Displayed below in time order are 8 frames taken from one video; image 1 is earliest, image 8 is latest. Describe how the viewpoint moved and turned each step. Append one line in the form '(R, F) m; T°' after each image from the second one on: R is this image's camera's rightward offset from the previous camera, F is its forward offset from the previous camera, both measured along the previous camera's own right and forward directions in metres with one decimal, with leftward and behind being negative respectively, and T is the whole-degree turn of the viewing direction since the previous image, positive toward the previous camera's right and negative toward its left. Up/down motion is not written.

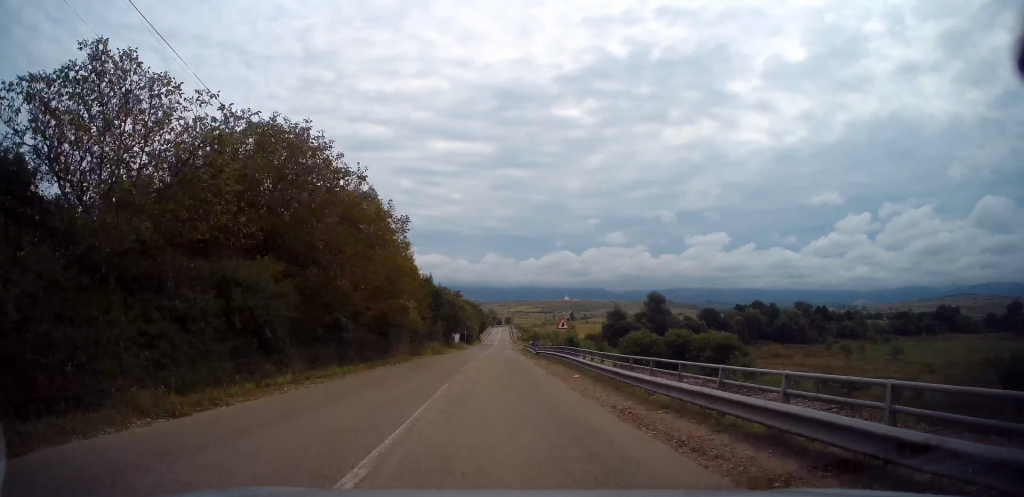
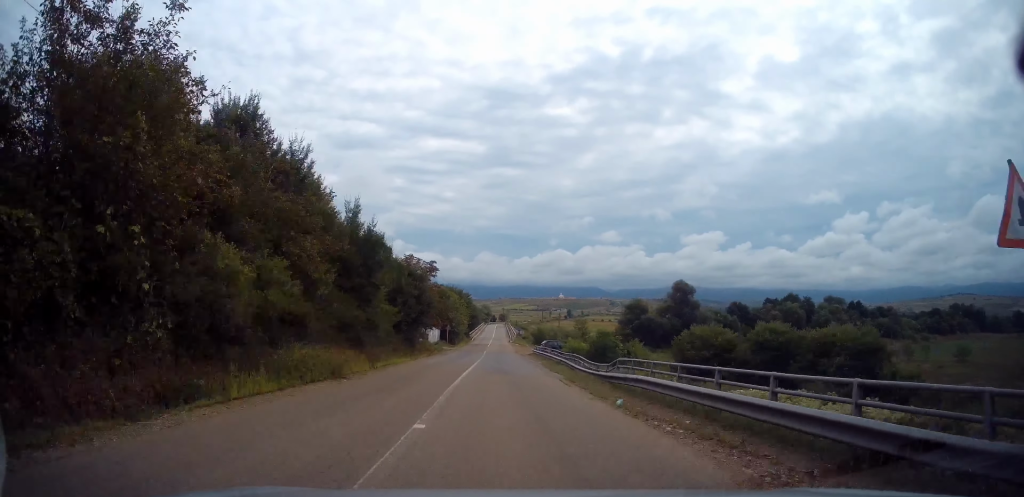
(-0.2, +31.2) m; +1°
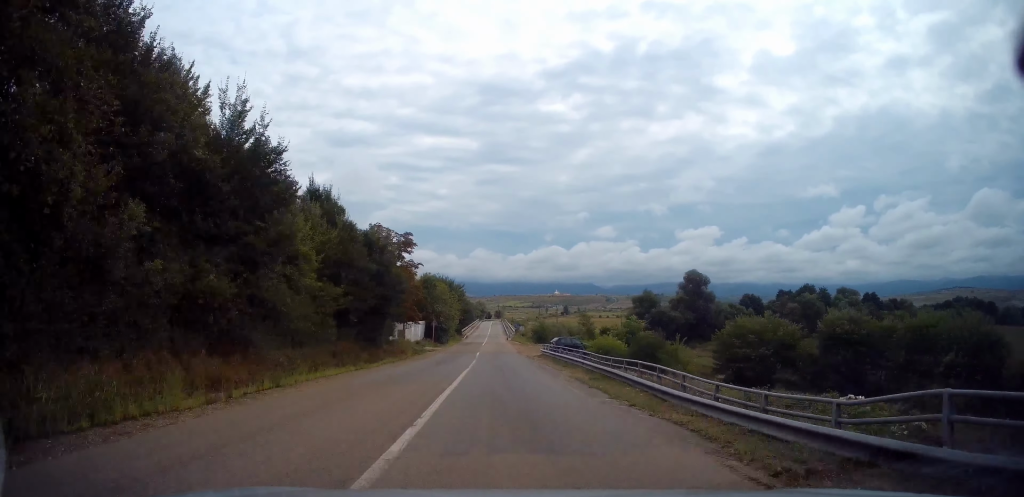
(+0.3, +13.5) m; +1°
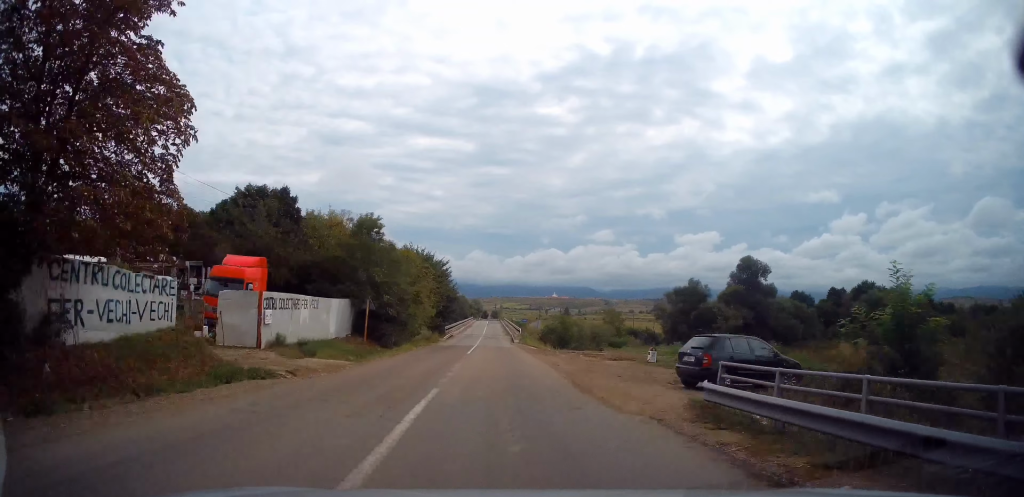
(+0.3, +32.4) m; -1°
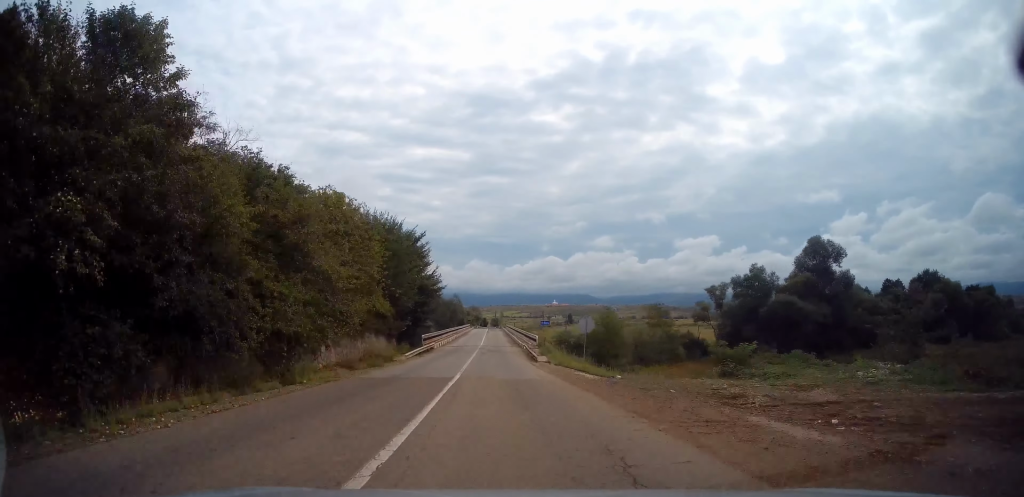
(-0.2, +25.0) m; 0°
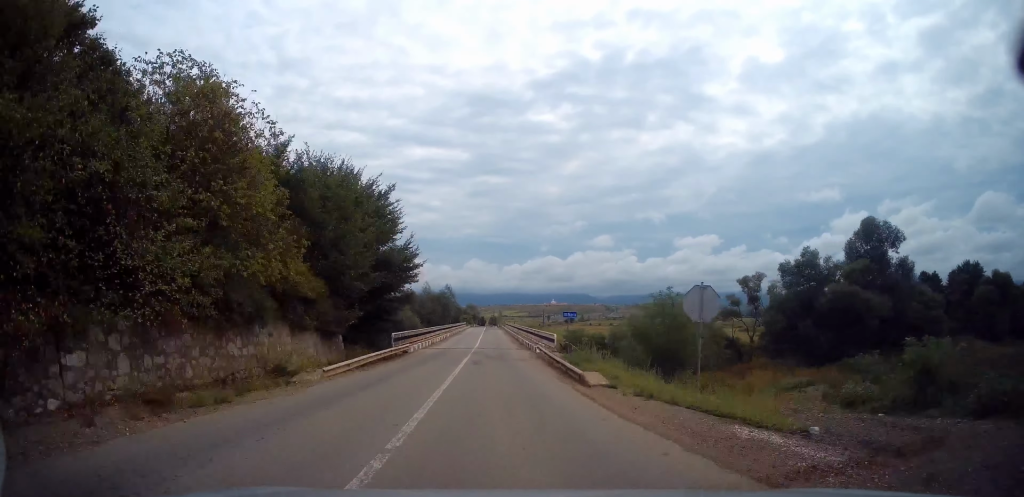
(0.0, +14.2) m; +1°
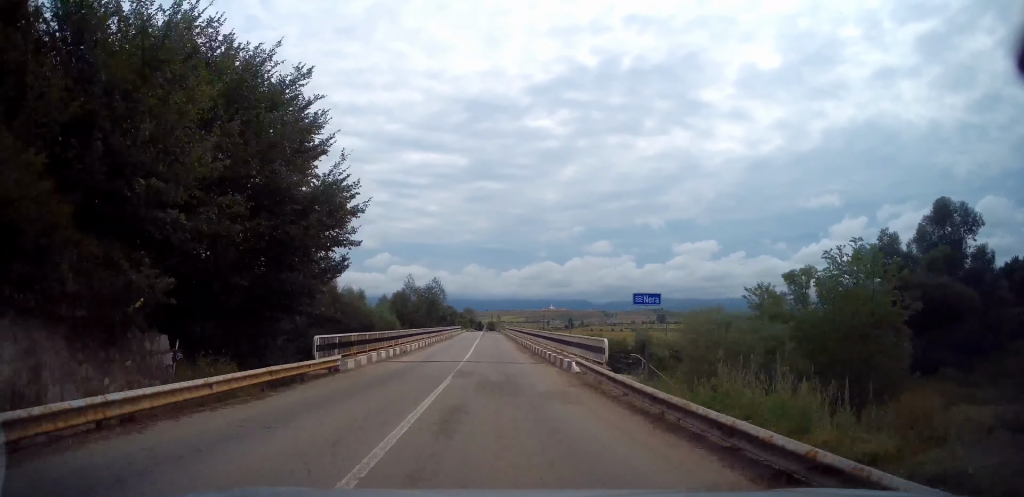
(+0.1, +15.1) m; +1°
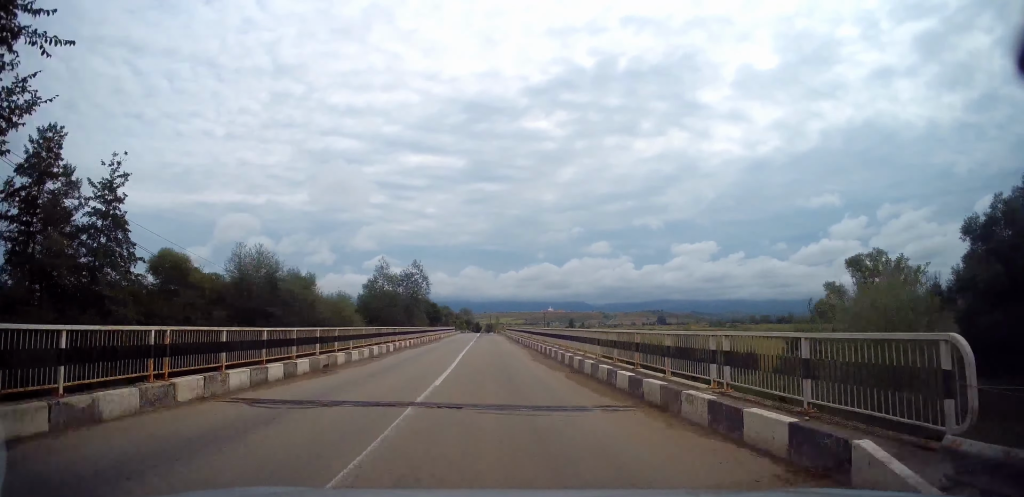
(+0.1, +15.1) m; +1°
